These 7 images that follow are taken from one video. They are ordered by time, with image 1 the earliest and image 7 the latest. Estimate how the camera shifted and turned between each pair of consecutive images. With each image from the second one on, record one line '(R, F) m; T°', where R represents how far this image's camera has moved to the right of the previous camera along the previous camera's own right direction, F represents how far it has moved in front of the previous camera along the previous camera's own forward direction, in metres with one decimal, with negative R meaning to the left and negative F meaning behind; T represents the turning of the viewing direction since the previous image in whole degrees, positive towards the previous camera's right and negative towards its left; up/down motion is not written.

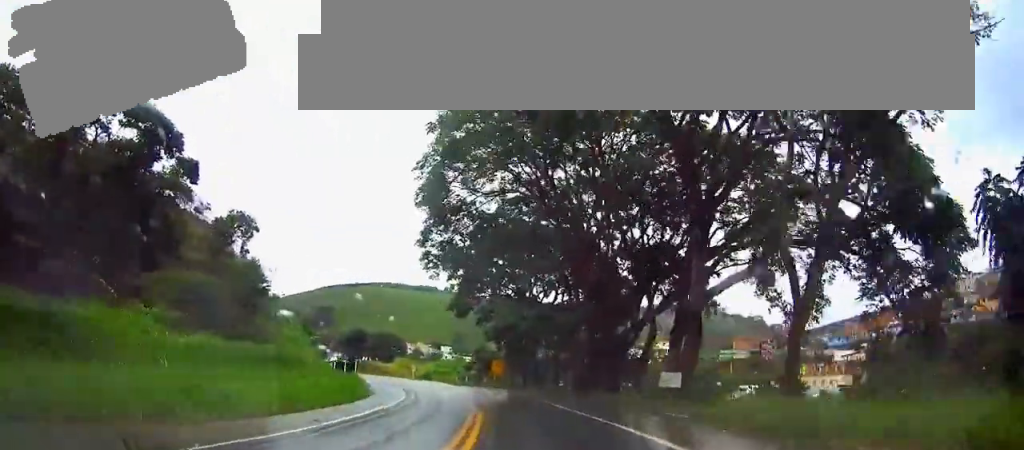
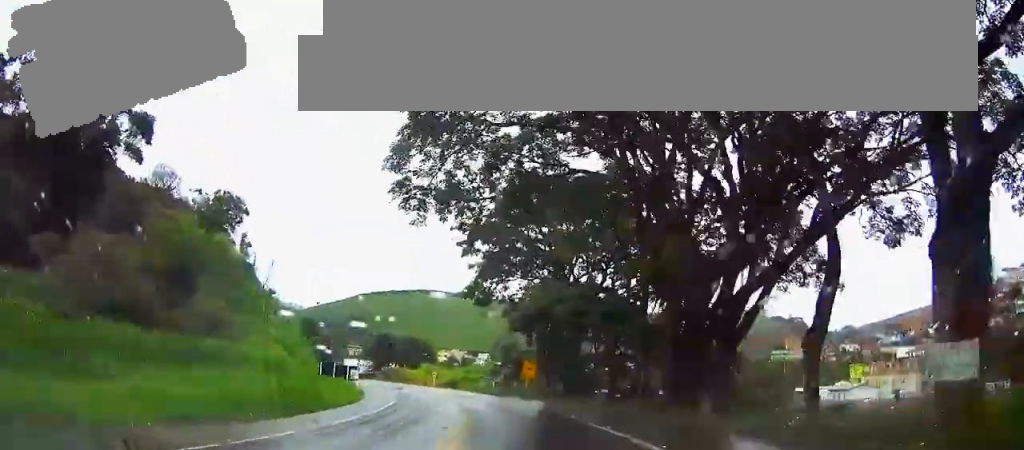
(-1.9, +17.6) m; -6°
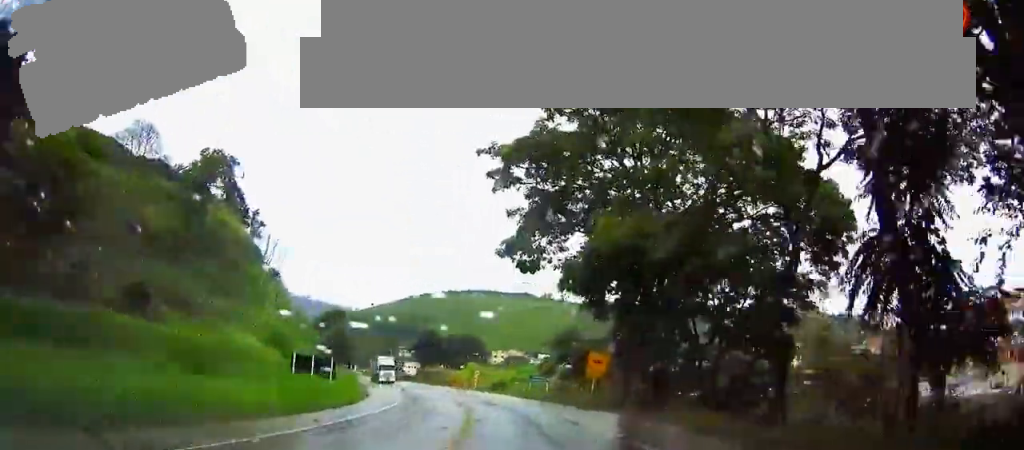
(0.0, +19.8) m; 0°
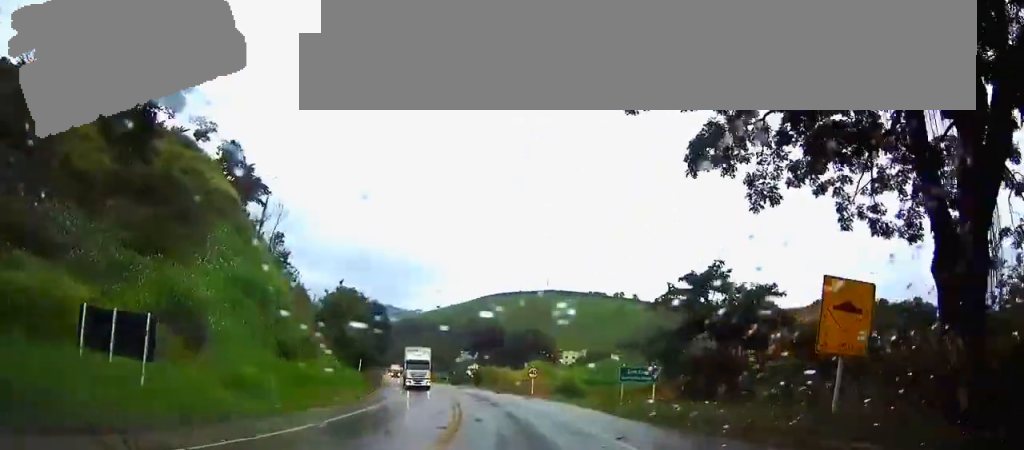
(0.0, +27.1) m; 0°
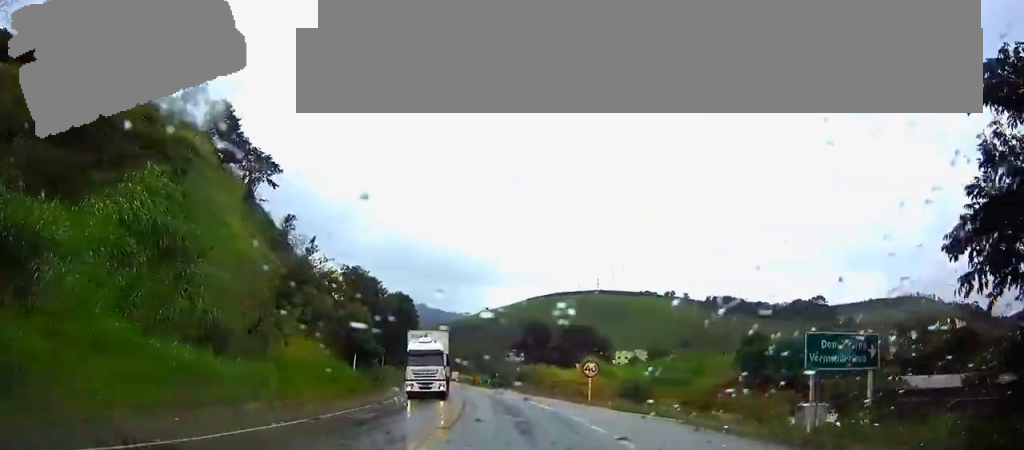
(0.0, +17.8) m; 0°
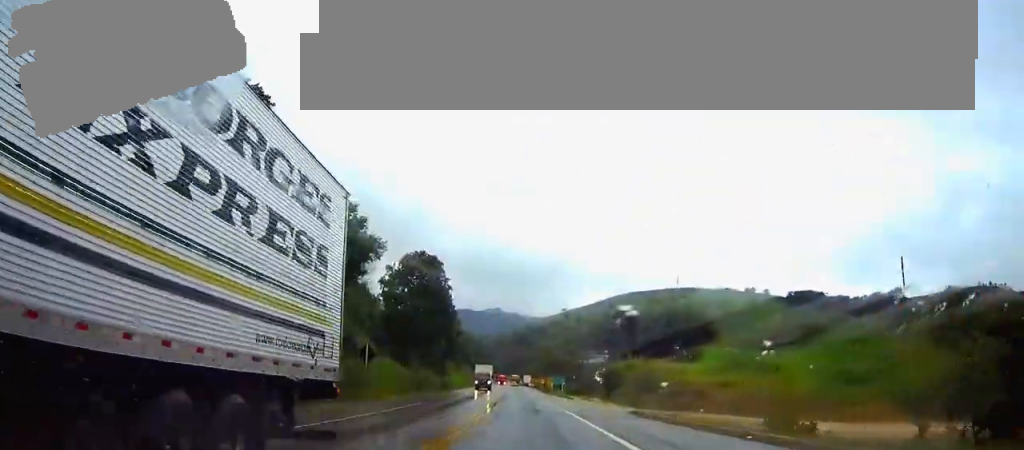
(0.0, +34.4) m; 0°
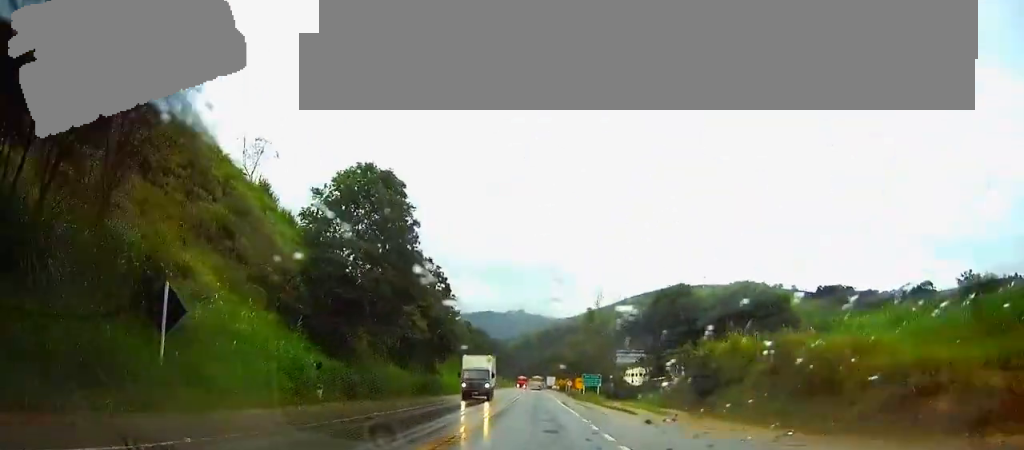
(0.0, +26.3) m; 0°
